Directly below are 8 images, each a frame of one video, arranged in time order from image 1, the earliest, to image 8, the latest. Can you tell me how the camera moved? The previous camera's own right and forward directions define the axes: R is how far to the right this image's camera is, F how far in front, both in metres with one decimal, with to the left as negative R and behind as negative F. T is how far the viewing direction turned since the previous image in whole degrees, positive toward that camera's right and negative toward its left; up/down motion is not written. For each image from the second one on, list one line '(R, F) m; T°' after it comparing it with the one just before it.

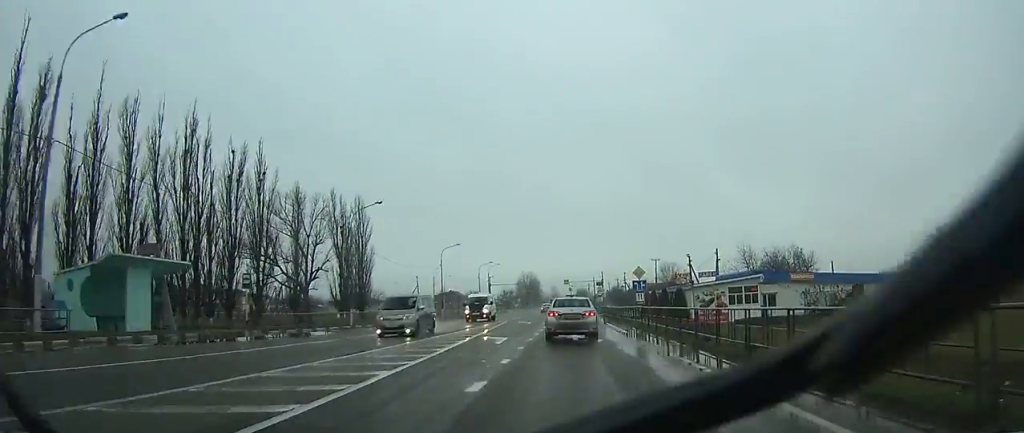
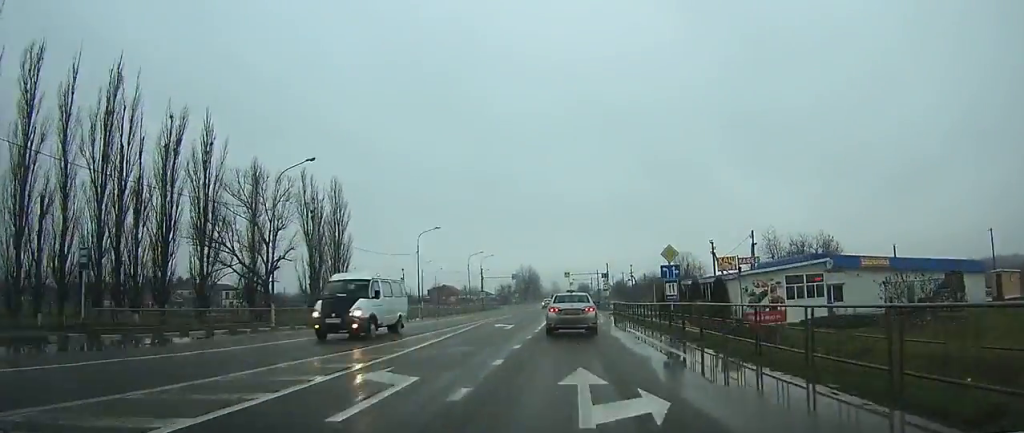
(-0.1, +13.1) m; 0°
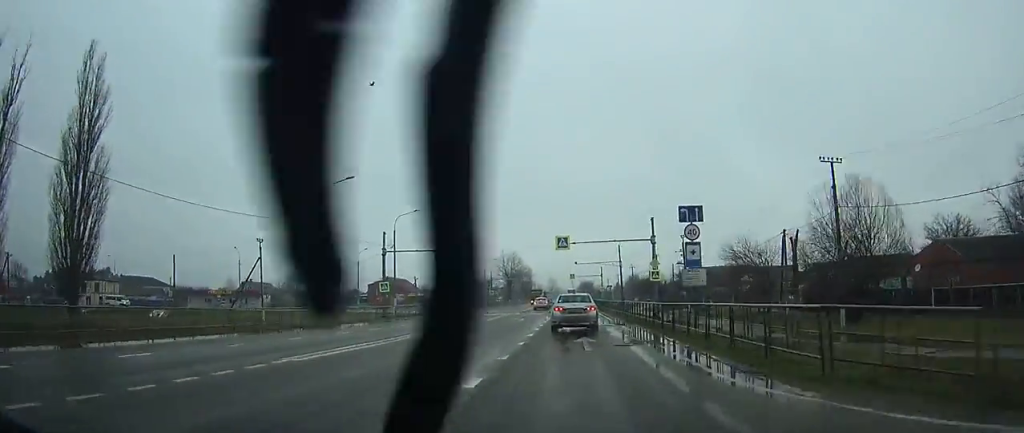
(-0.1, +61.7) m; 0°
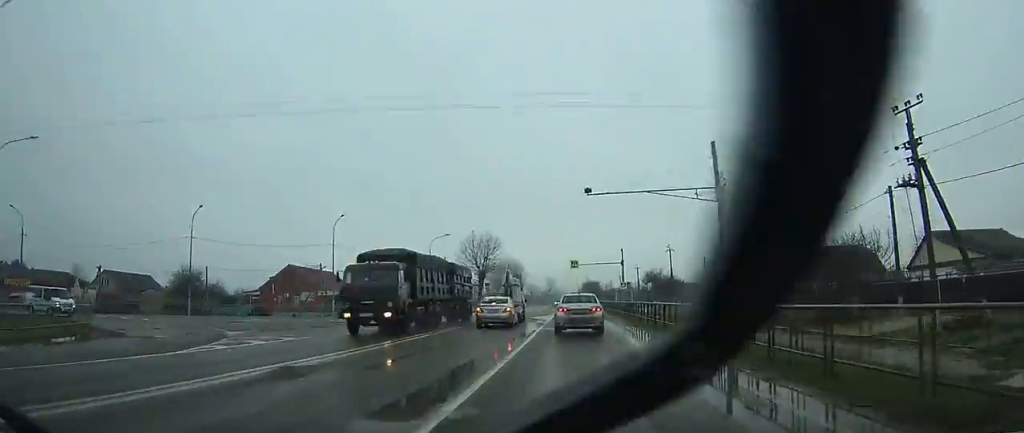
(+0.1, +50.4) m; 0°
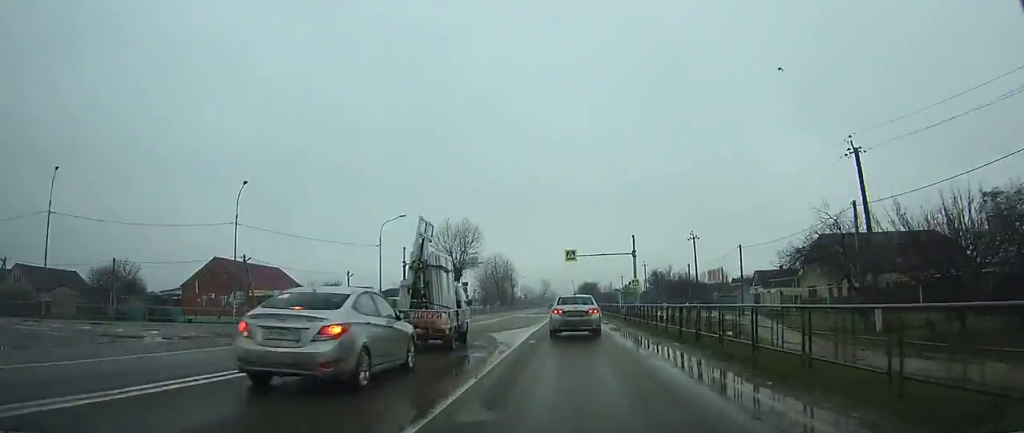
(0.0, +19.0) m; 0°
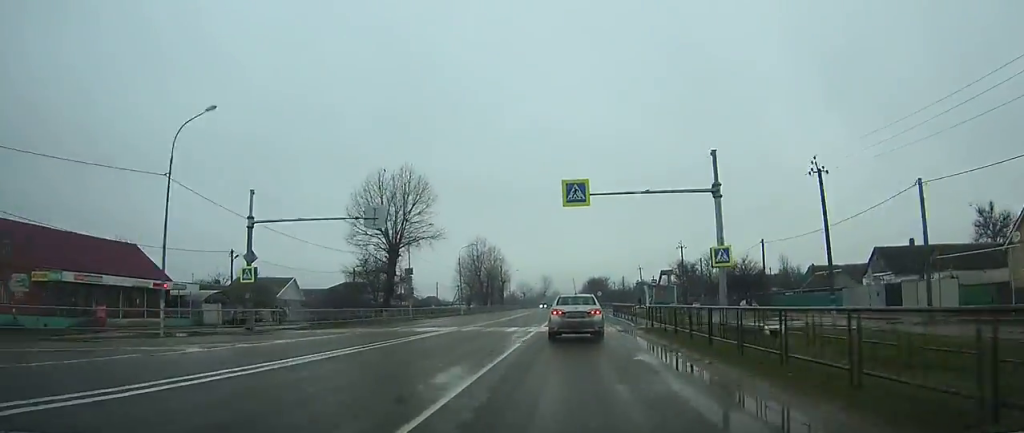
(+0.1, +33.5) m; 0°
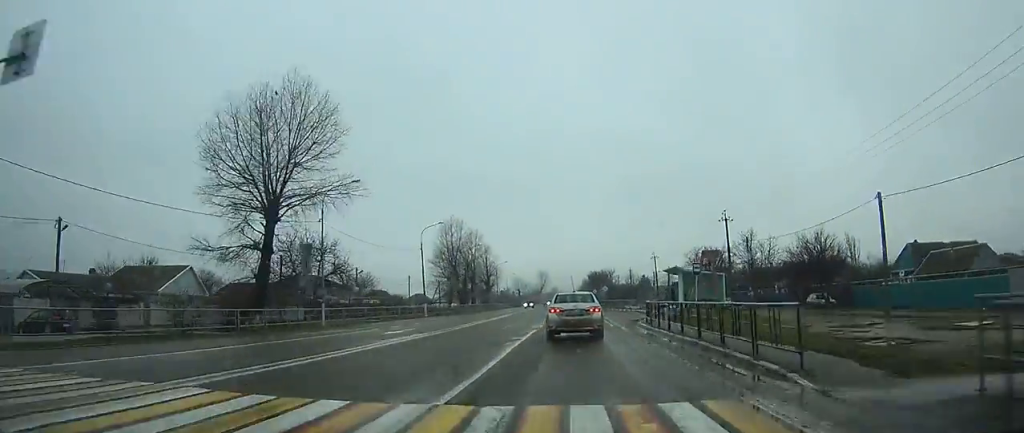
(+0.1, +23.1) m; 0°
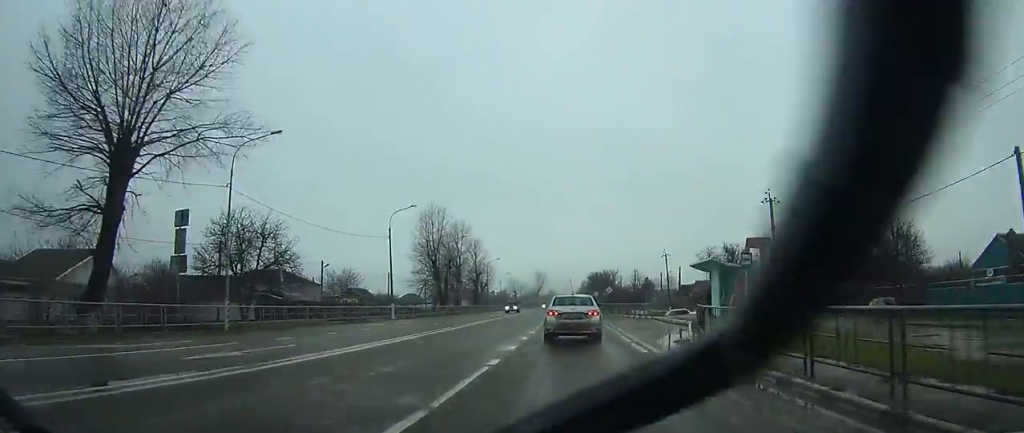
(0.0, +12.6) m; 0°
